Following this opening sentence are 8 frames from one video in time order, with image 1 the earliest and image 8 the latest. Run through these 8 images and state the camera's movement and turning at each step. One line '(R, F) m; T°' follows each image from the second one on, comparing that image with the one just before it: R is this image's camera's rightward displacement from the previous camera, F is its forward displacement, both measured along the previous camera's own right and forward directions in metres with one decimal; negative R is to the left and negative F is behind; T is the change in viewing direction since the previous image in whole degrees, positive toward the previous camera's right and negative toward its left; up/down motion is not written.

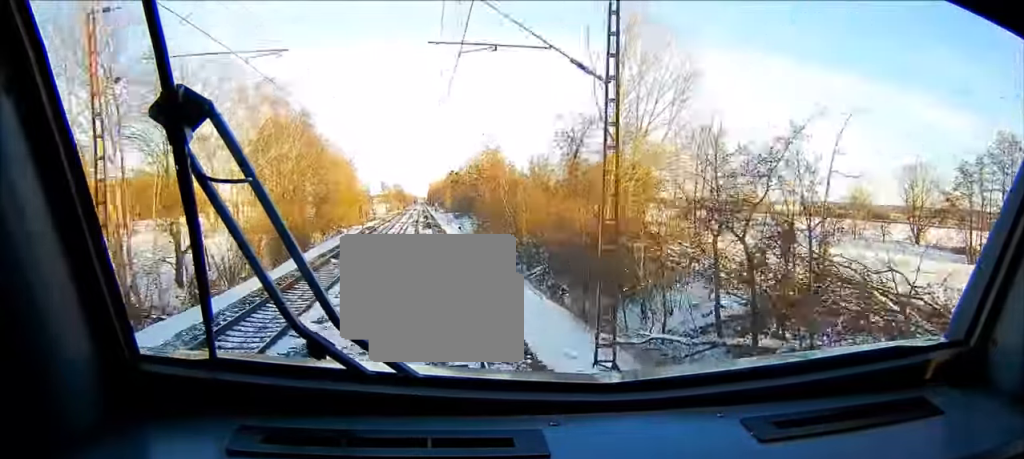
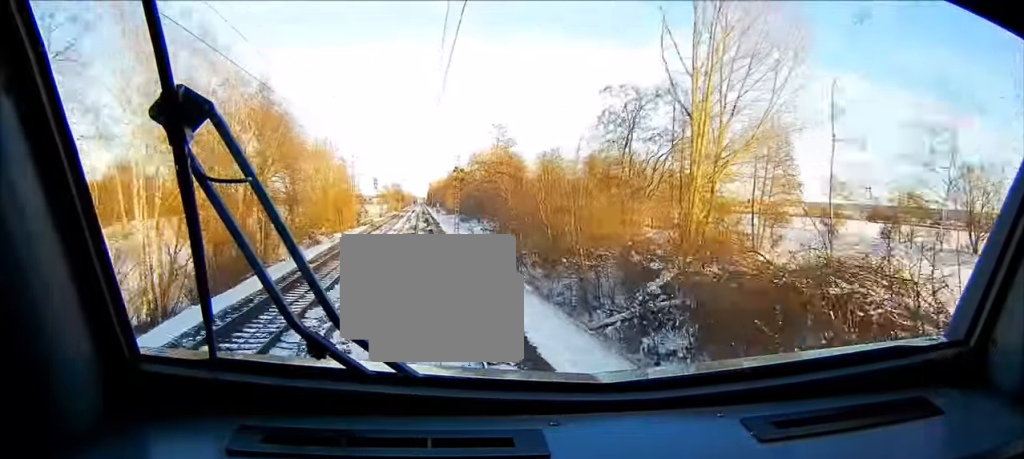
(0.0, +20.0) m; 0°
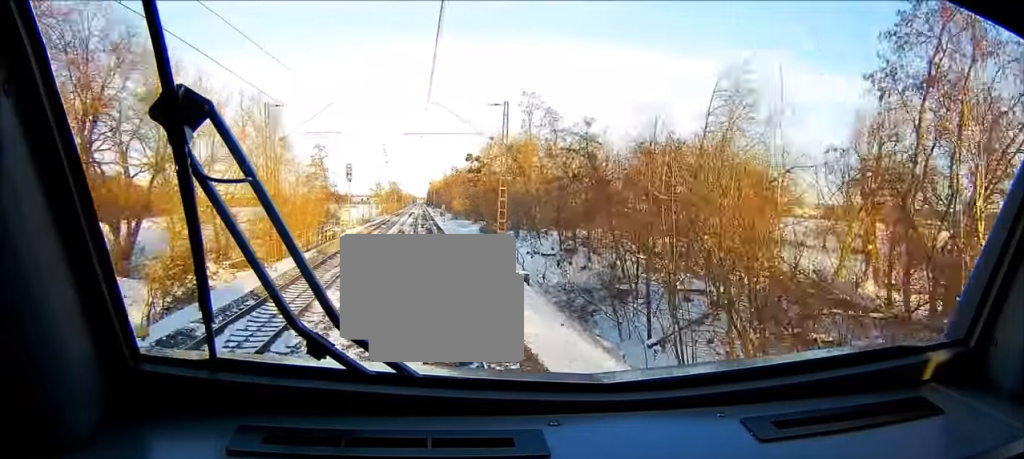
(-0.1, +41.6) m; 0°
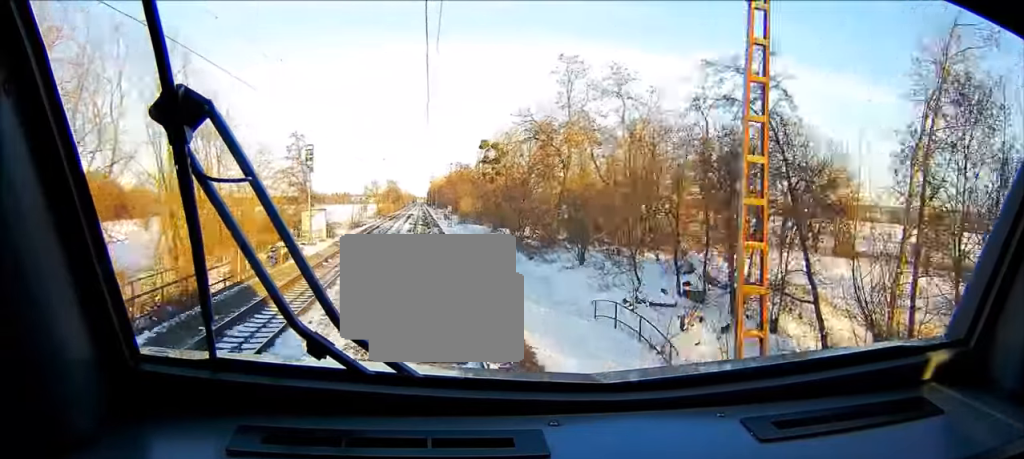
(+0.1, +24.5) m; 0°
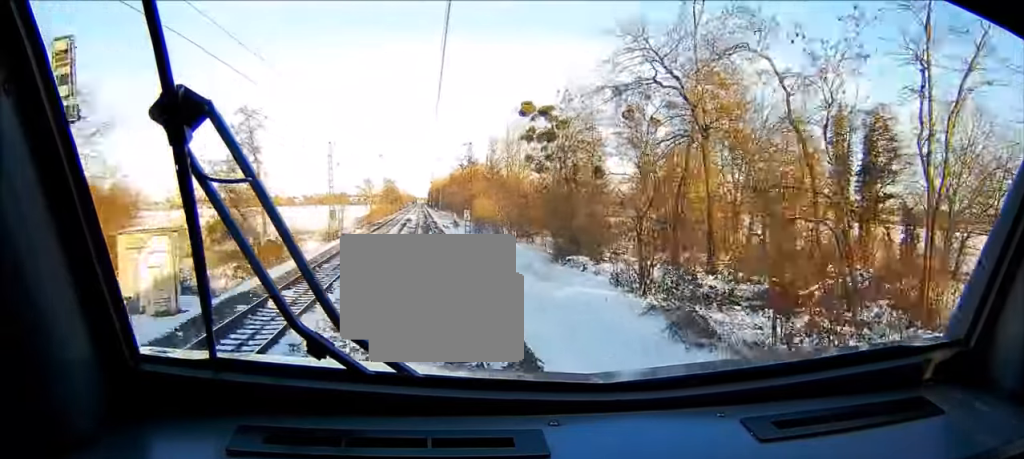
(-0.1, +32.8) m; 0°
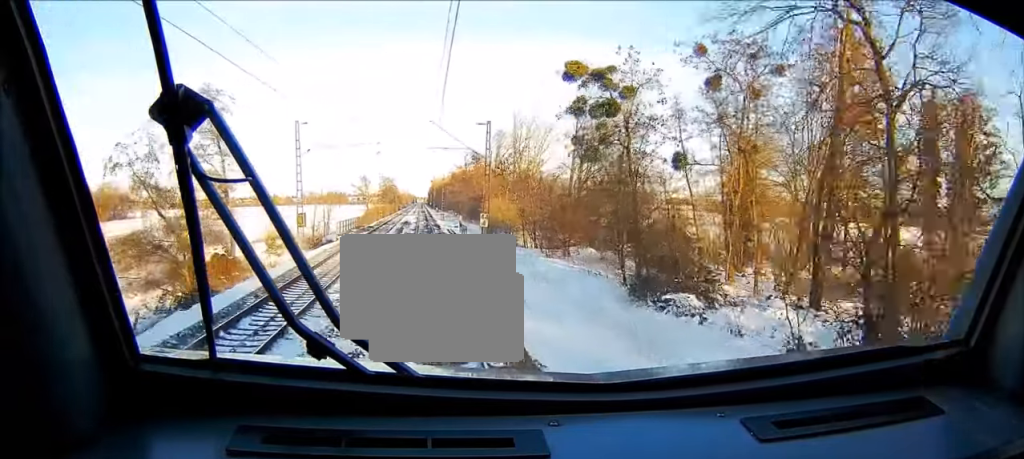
(+0.1, +14.9) m; 0°
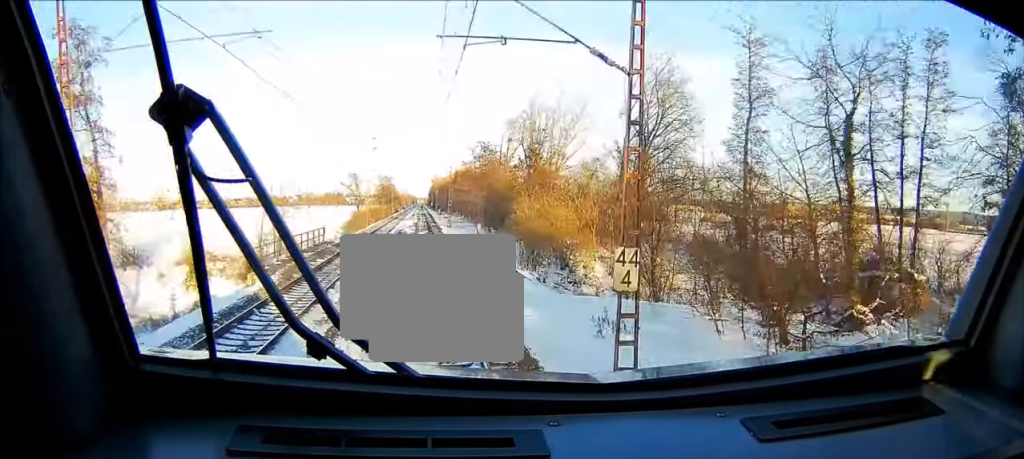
(0.0, +26.9) m; 0°
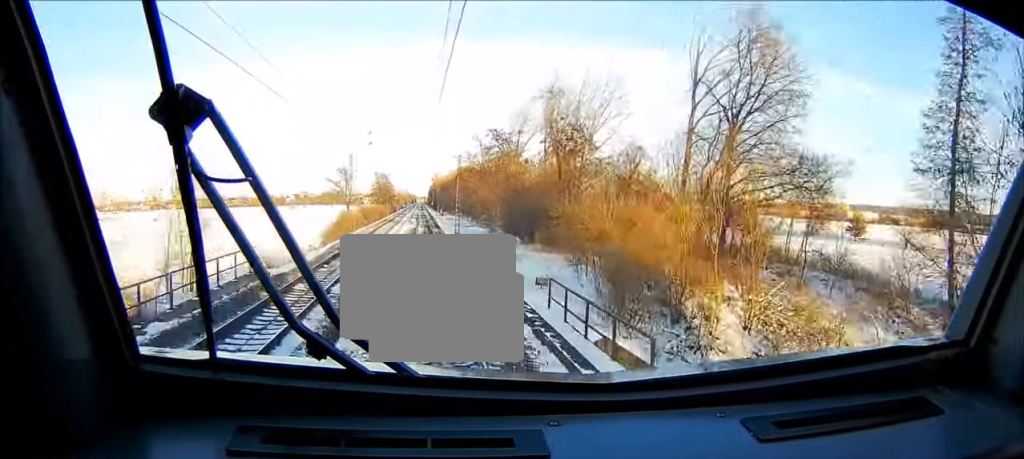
(0.0, +21.4) m; 0°
